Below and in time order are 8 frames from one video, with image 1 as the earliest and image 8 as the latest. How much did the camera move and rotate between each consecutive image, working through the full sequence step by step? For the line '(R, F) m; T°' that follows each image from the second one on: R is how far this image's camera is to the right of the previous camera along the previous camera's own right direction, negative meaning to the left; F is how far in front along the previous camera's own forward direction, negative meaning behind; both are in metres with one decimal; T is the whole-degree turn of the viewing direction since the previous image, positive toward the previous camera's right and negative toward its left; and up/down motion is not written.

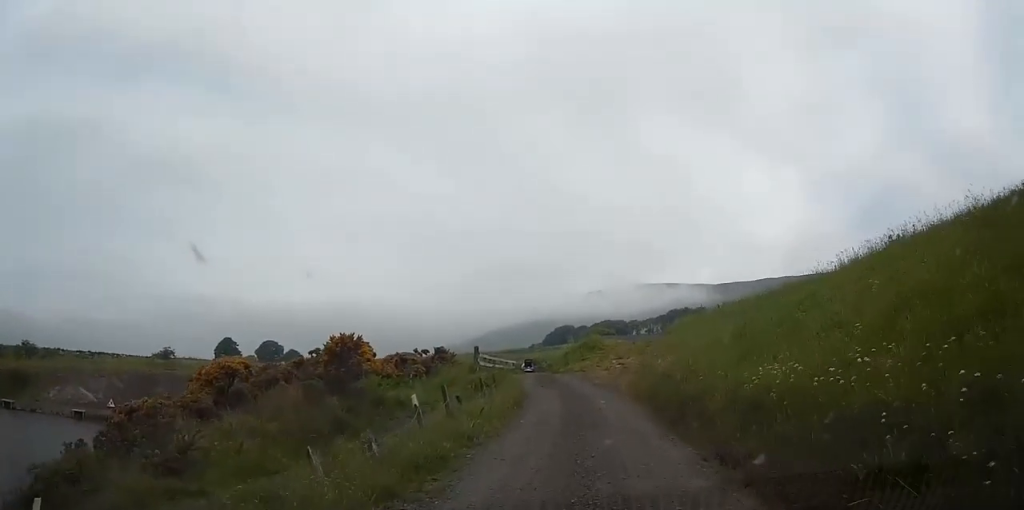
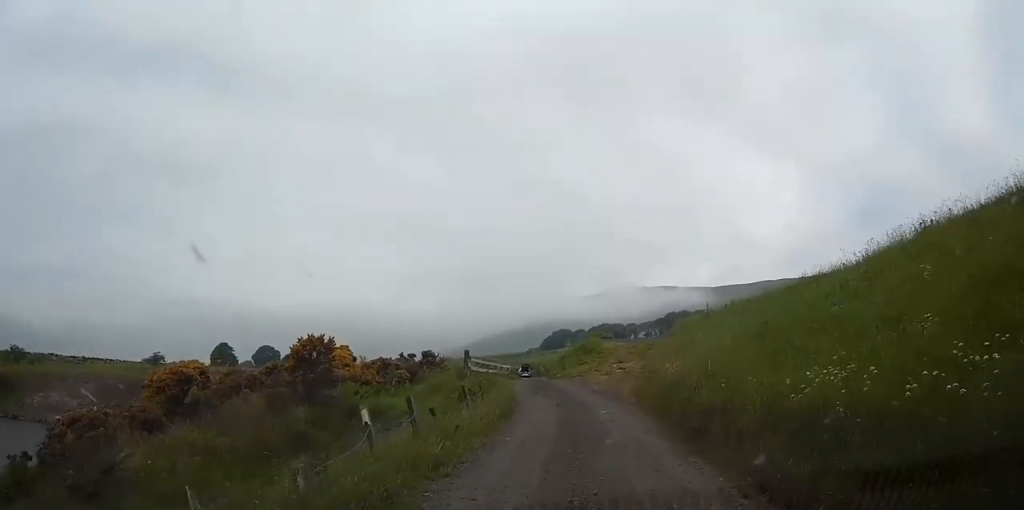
(+0.1, +2.1) m; +1°
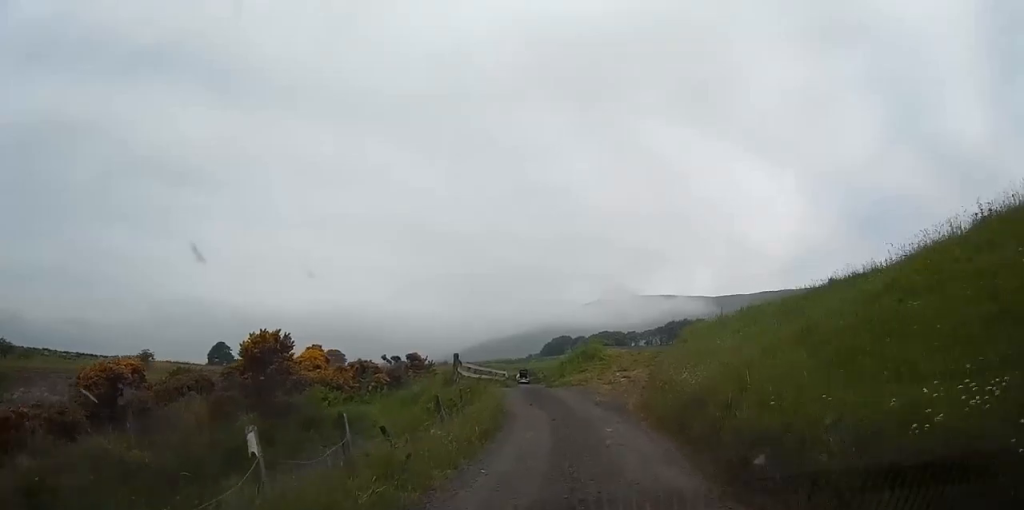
(0.0, +2.6) m; +1°
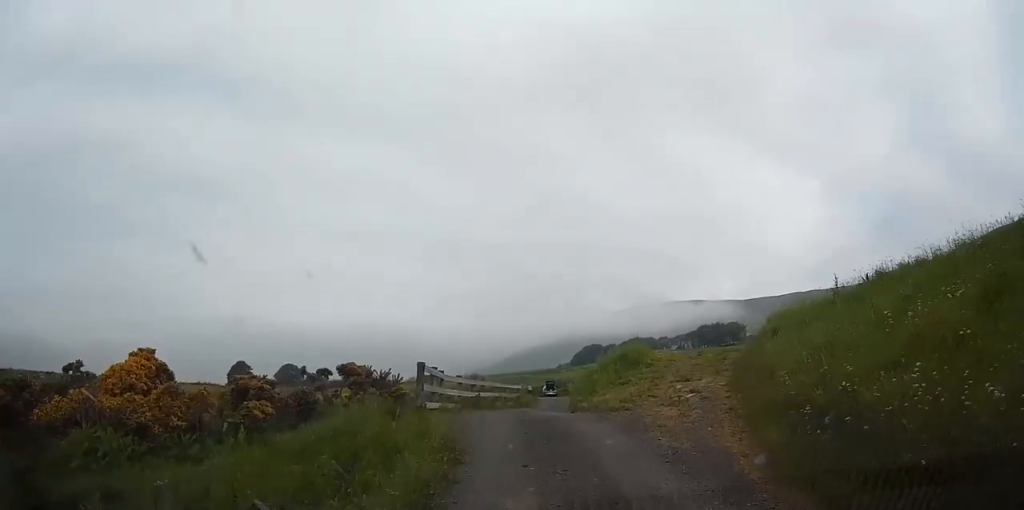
(0.0, +10.8) m; -1°
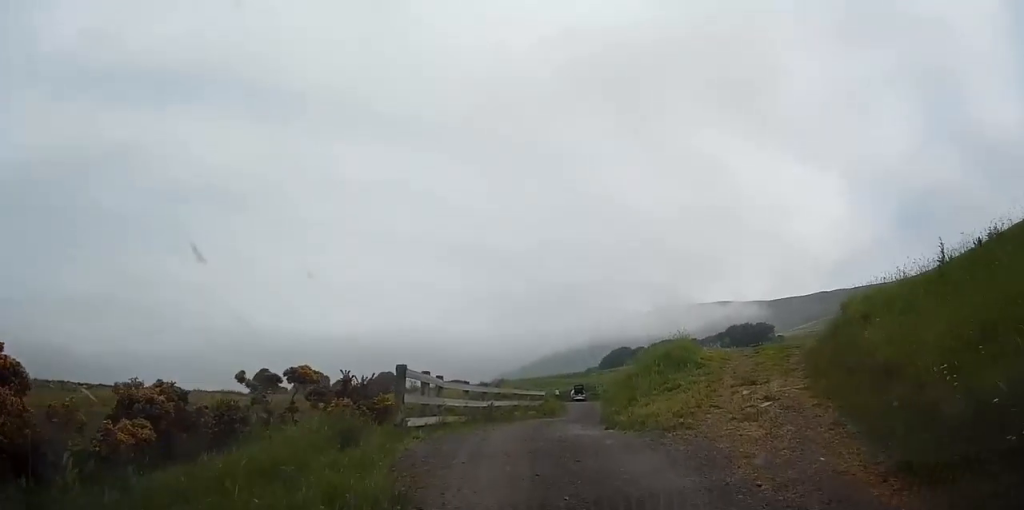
(-0.1, +4.9) m; -2°
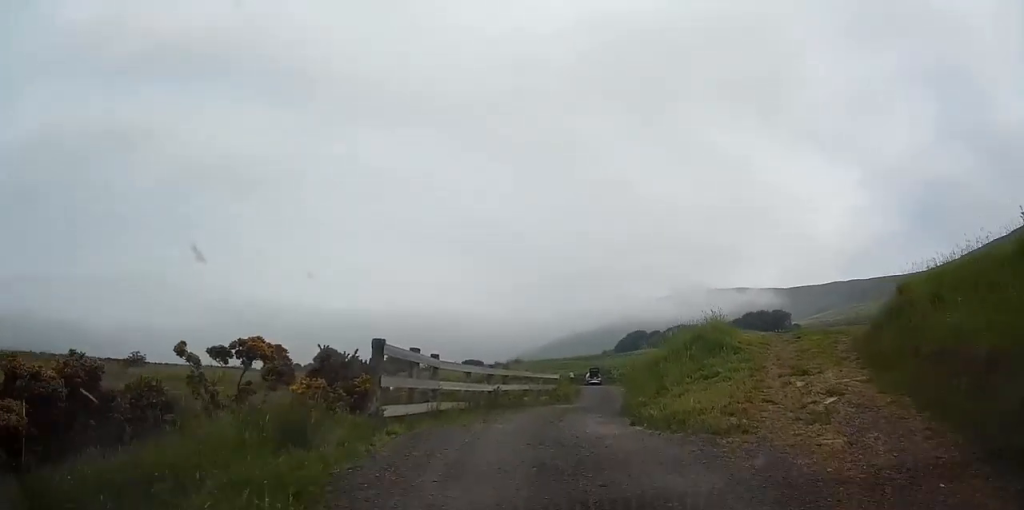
(0.0, +2.5) m; -1°
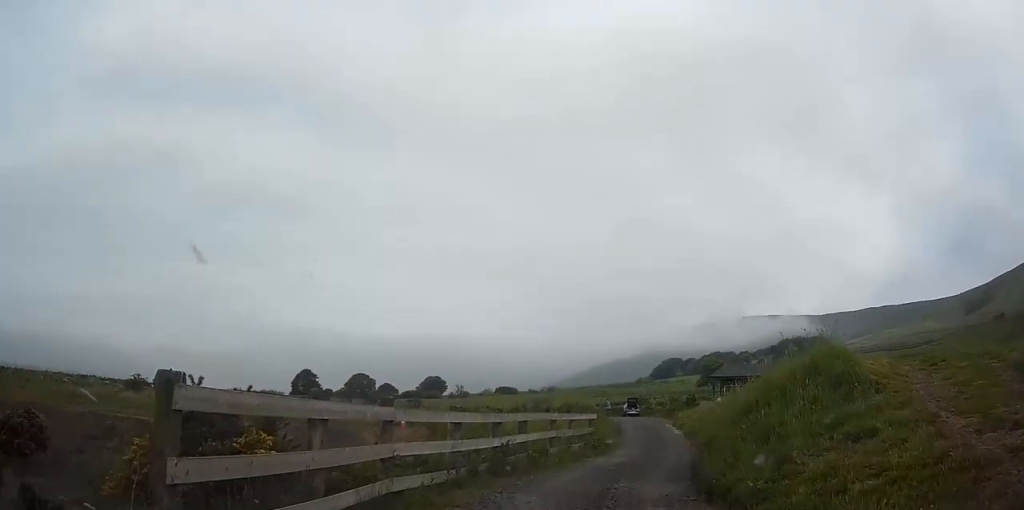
(-0.1, +6.7) m; -1°
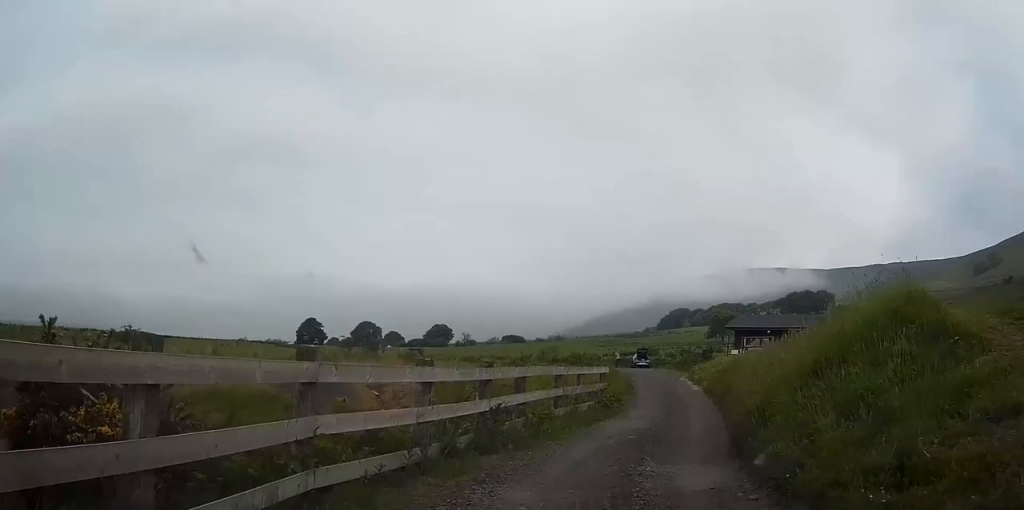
(0.0, +3.1) m; 0°
